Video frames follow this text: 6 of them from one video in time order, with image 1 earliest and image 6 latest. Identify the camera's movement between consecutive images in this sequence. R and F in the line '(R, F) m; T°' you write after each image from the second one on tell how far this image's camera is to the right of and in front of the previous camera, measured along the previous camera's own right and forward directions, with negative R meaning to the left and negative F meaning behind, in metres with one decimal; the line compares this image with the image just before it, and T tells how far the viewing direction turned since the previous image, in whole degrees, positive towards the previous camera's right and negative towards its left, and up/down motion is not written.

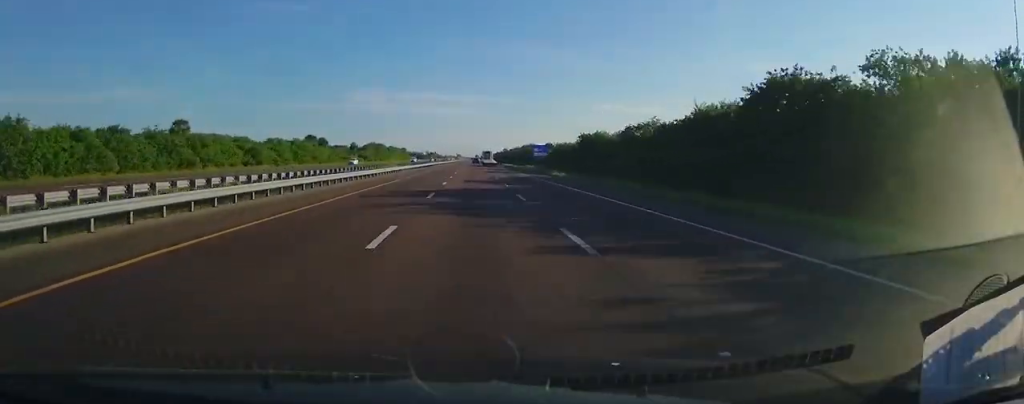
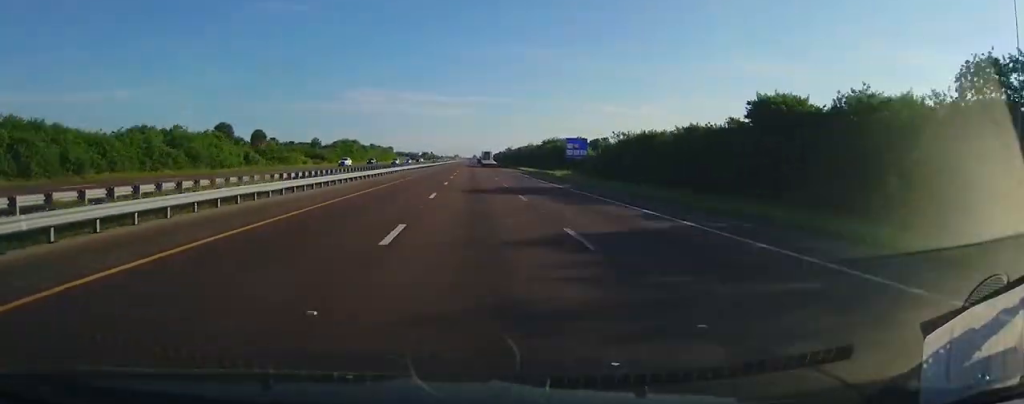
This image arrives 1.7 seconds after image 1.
(0.0, +58.6) m; 0°
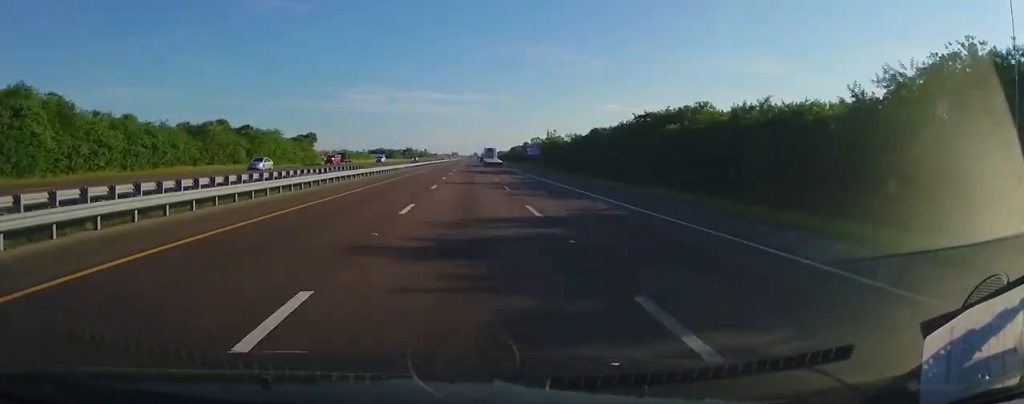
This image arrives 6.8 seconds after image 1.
(+0.4, +170.7) m; 0°
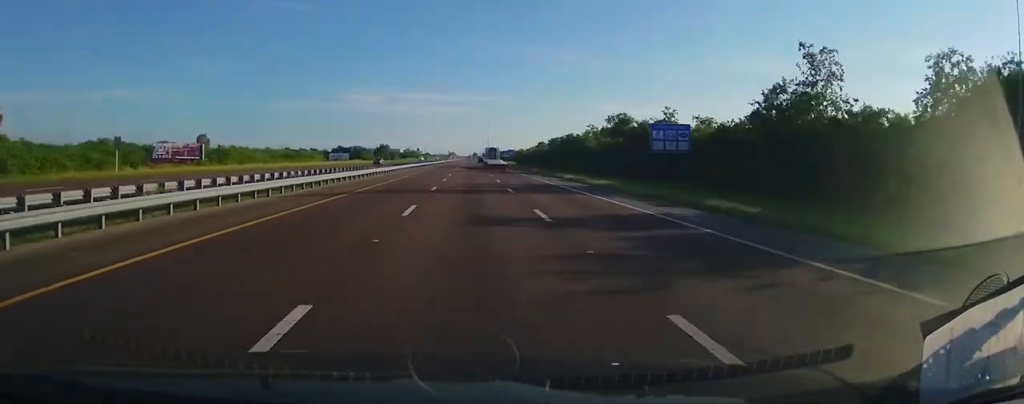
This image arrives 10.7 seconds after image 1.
(+0.5, +129.6) m; 0°
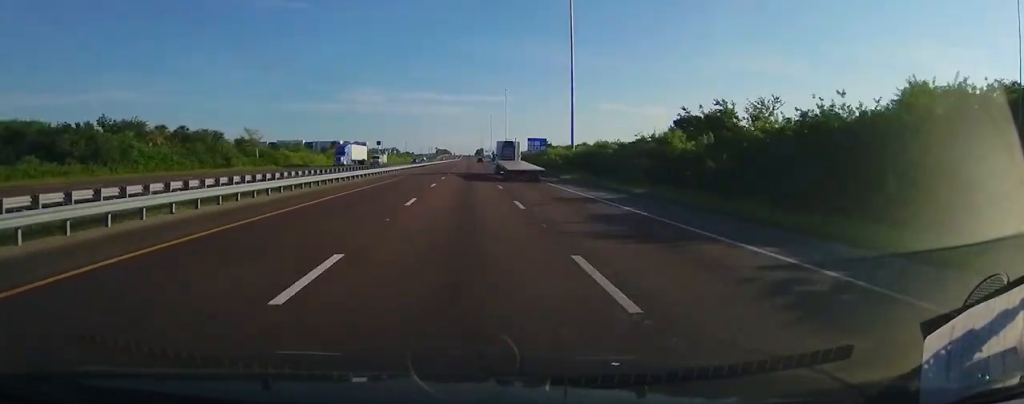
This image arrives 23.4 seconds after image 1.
(-0.8, +420.8) m; 0°
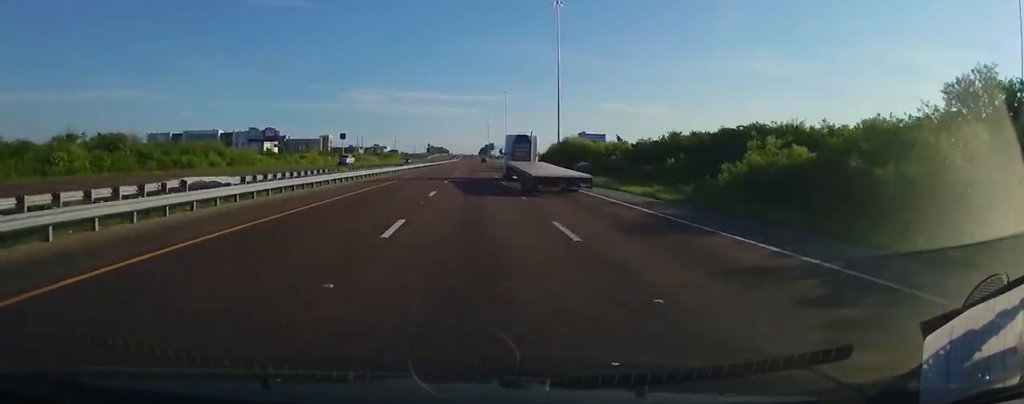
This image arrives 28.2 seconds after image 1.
(-0.1, +158.8) m; 0°
